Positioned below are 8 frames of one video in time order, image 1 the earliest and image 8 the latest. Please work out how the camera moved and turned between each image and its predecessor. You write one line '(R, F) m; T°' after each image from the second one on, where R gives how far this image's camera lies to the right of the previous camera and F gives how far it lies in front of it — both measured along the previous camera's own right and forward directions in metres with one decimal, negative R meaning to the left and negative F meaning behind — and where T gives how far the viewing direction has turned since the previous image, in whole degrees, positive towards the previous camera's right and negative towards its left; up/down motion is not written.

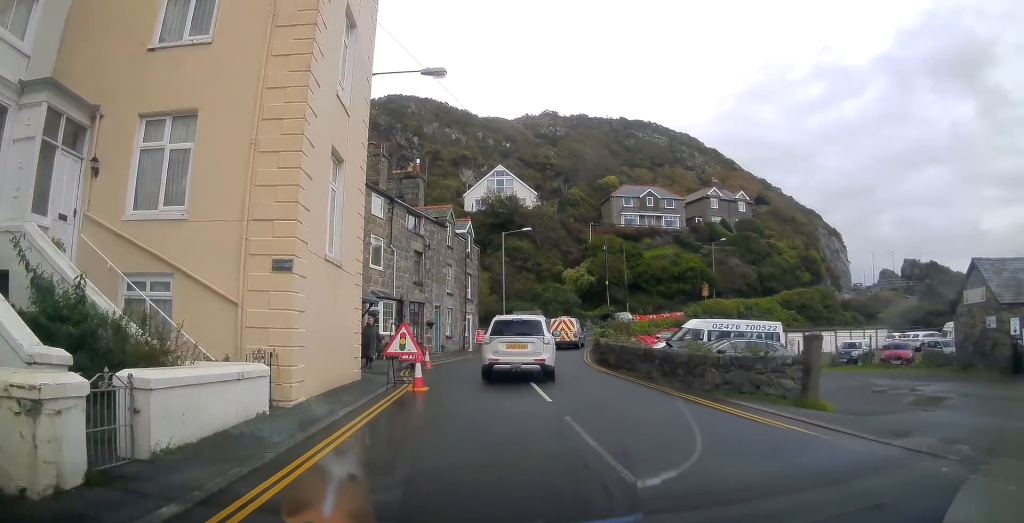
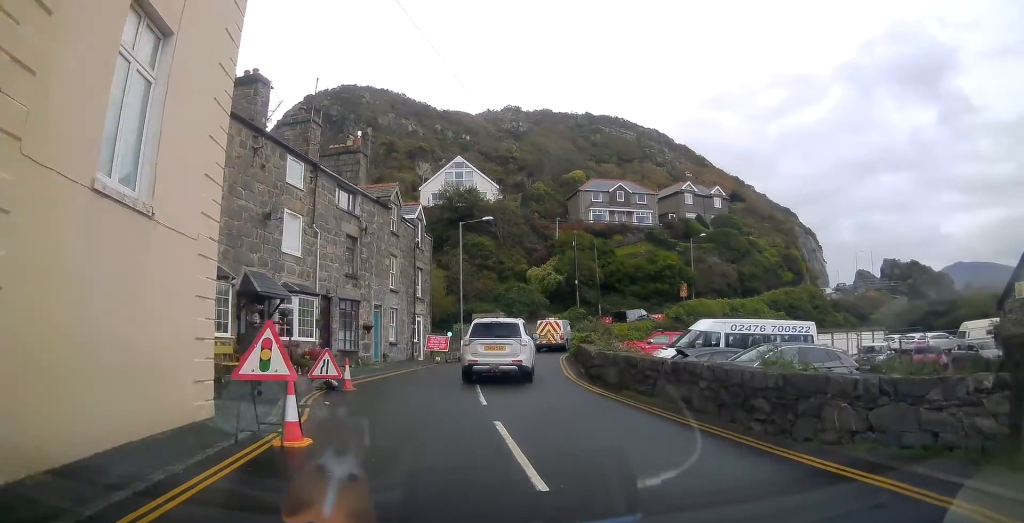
(+0.4, +6.5) m; +3°
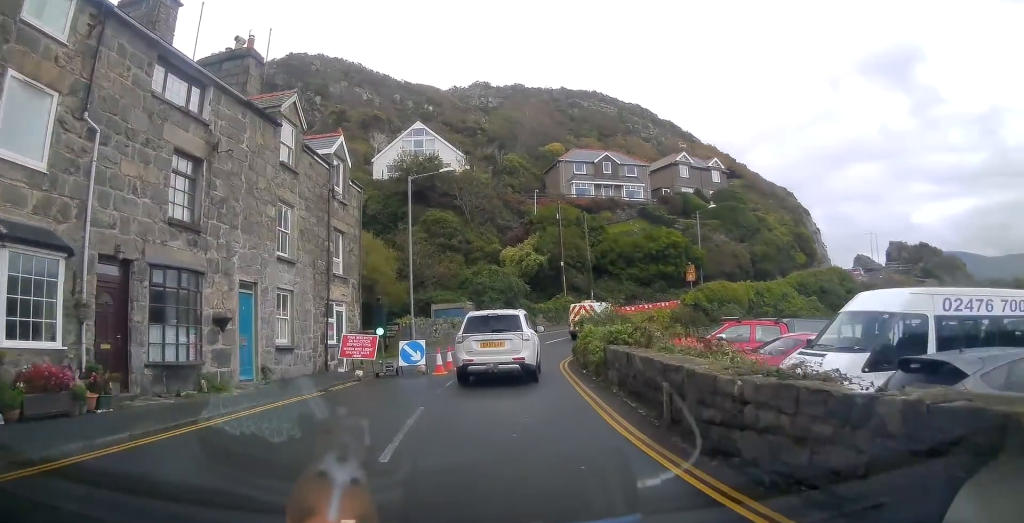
(0.0, +11.1) m; +1°
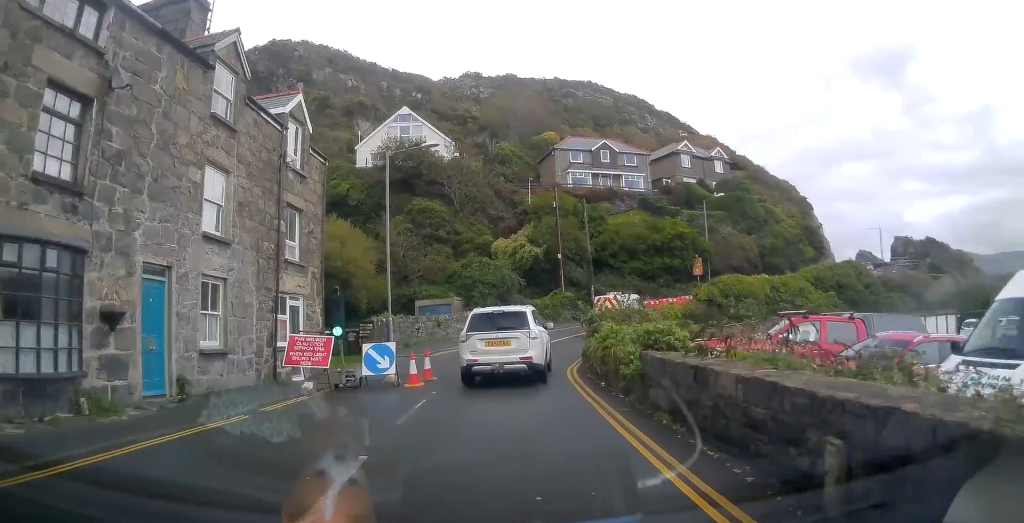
(-0.1, +4.0) m; +1°
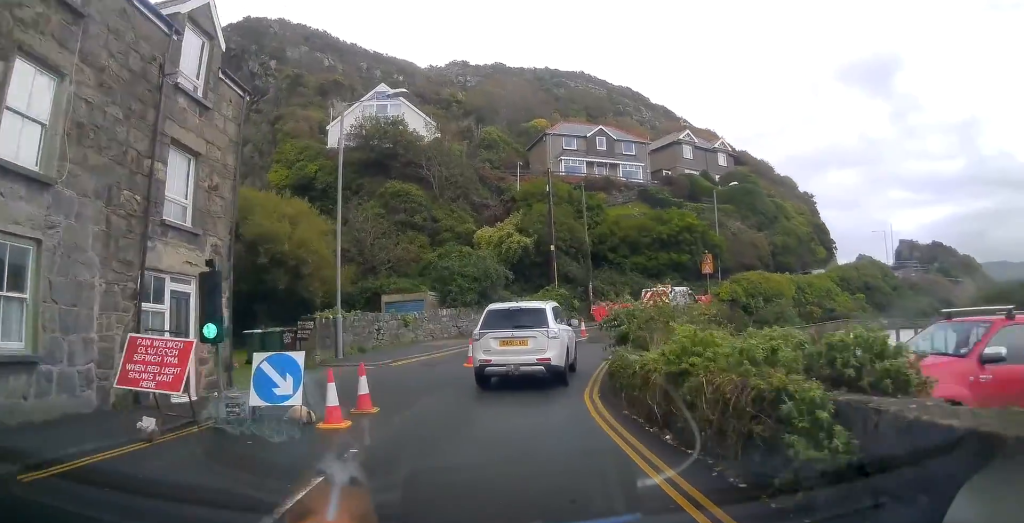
(+0.1, +5.8) m; +3°
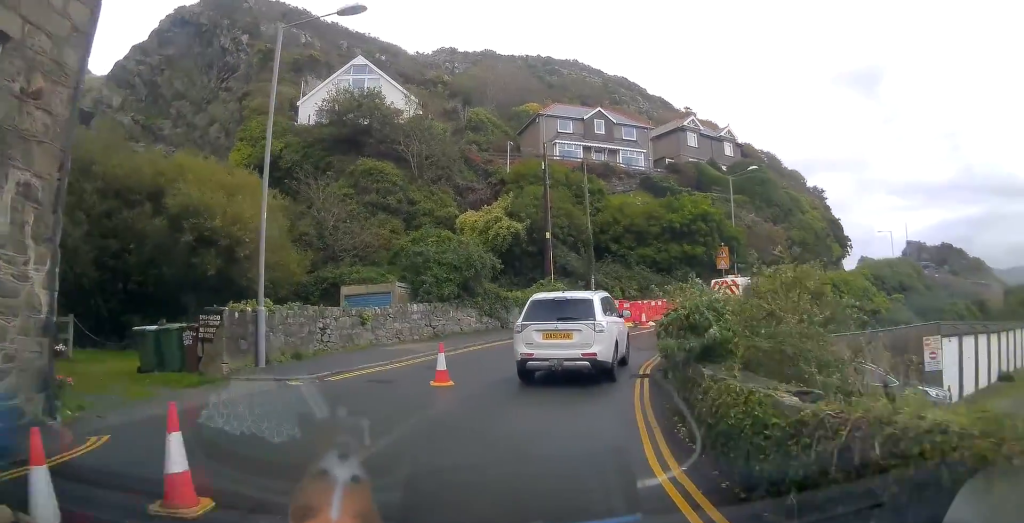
(+0.1, +5.6) m; +4°
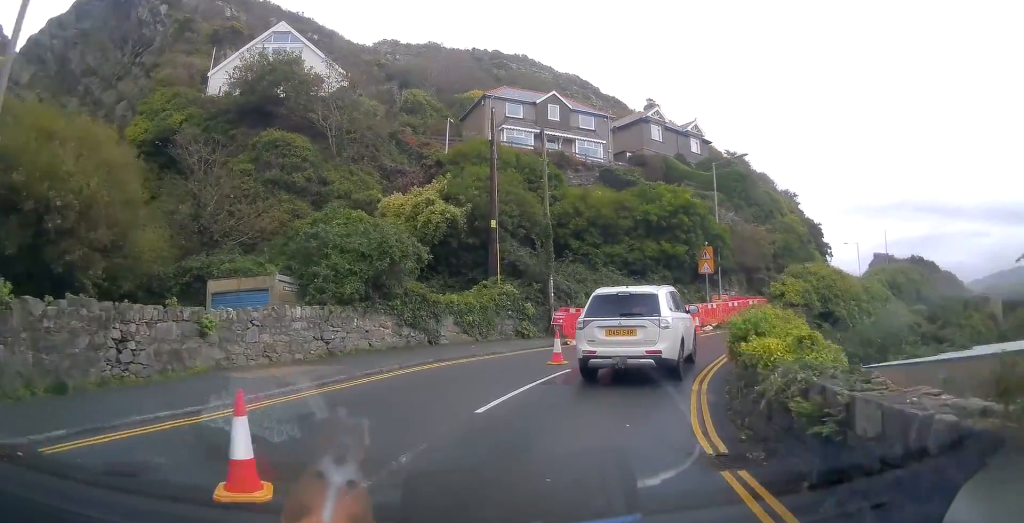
(+0.3, +7.0) m; +6°
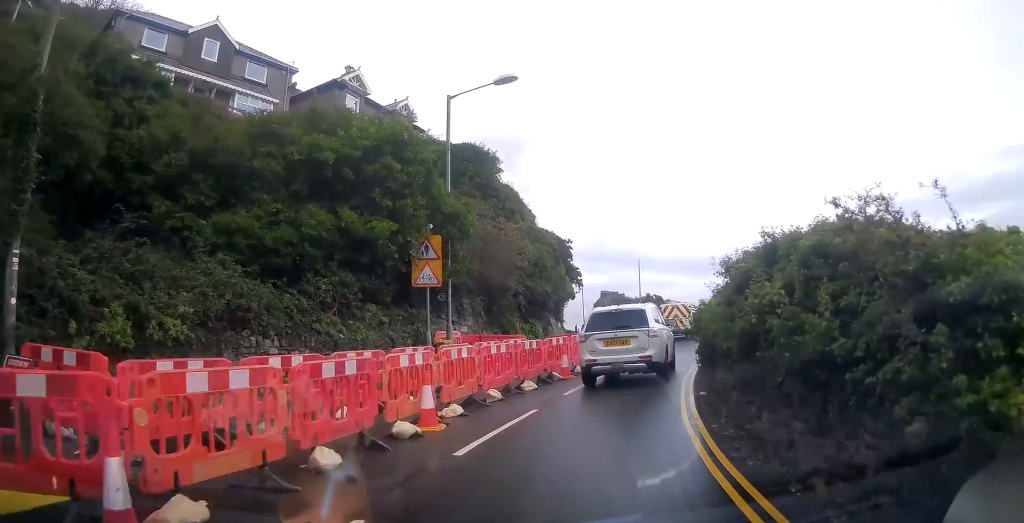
(+3.9, +15.2) m; +29°
